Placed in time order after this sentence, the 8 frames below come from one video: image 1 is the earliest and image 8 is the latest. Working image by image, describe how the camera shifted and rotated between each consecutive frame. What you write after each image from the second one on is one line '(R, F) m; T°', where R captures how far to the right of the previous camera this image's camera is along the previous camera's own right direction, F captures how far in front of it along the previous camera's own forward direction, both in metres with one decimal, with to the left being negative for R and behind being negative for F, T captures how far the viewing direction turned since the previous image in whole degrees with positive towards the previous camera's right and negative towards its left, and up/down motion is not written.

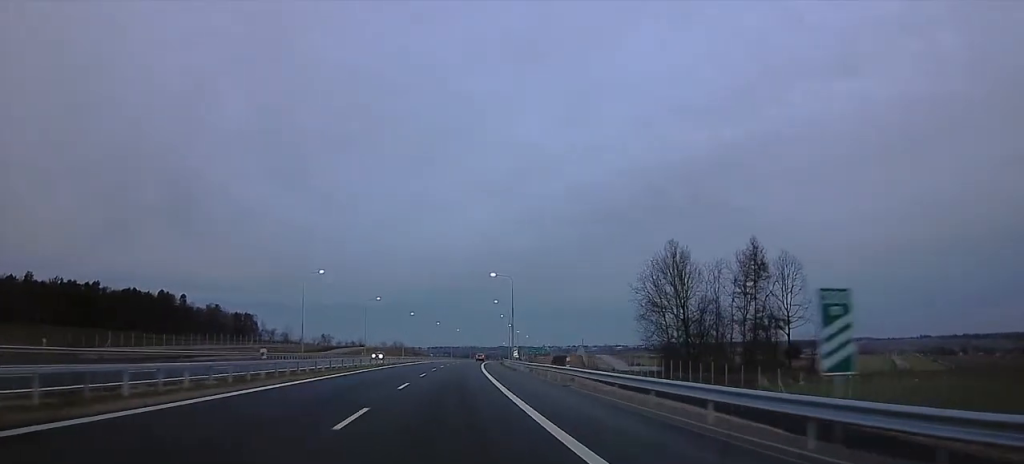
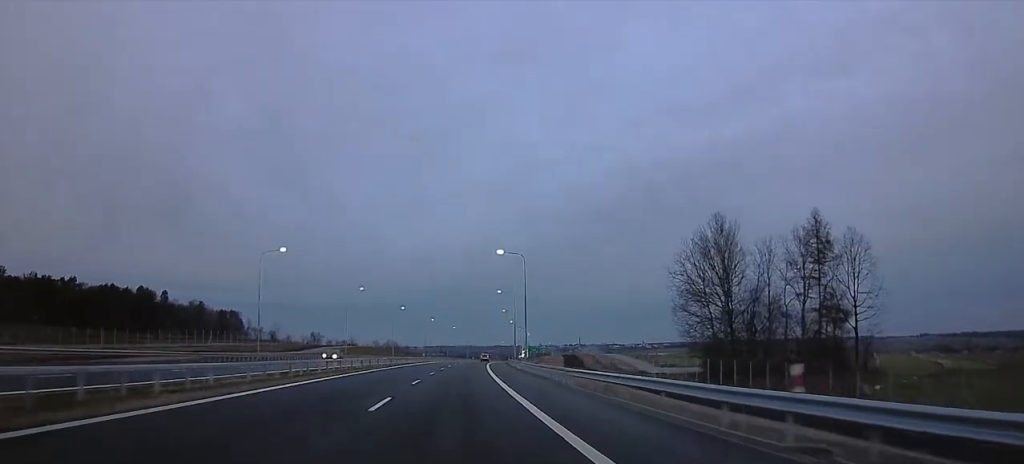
(0.0, +20.6) m; +2°
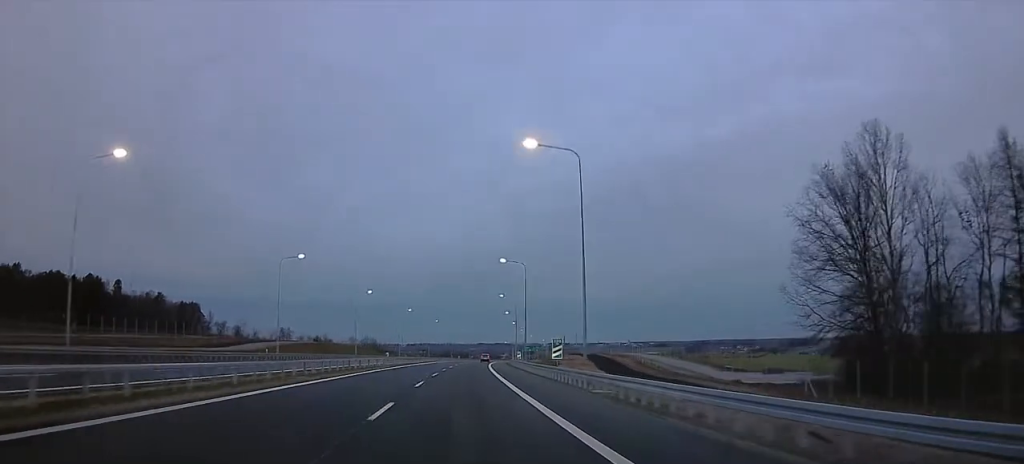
(+2.1, +38.0) m; +5°
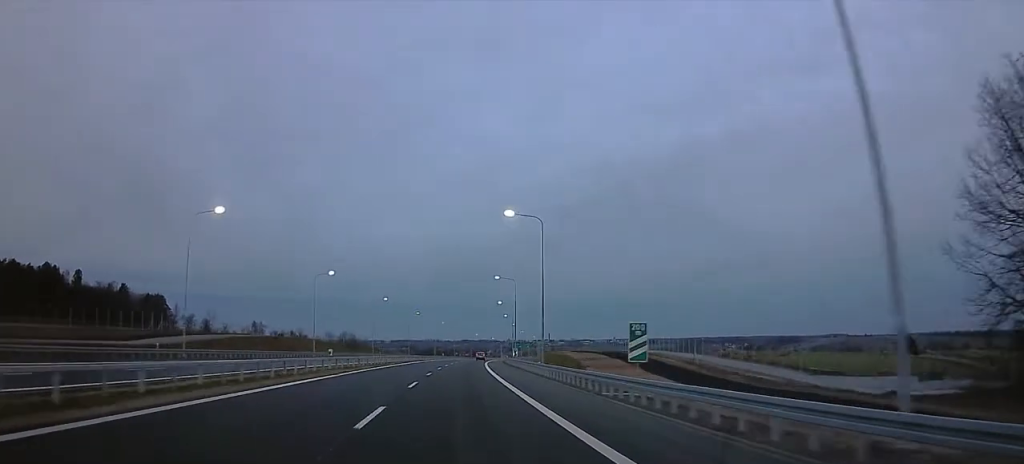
(+0.5, +25.8) m; +1°
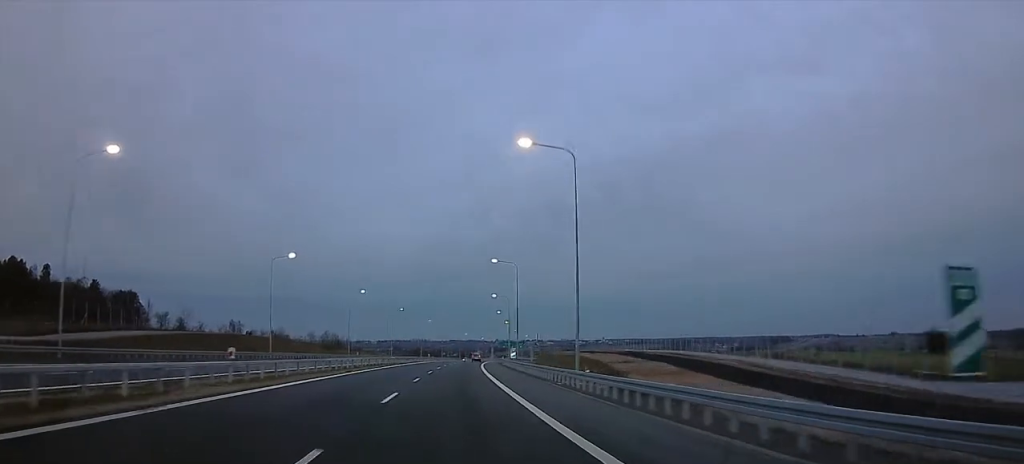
(0.0, +18.5) m; 0°
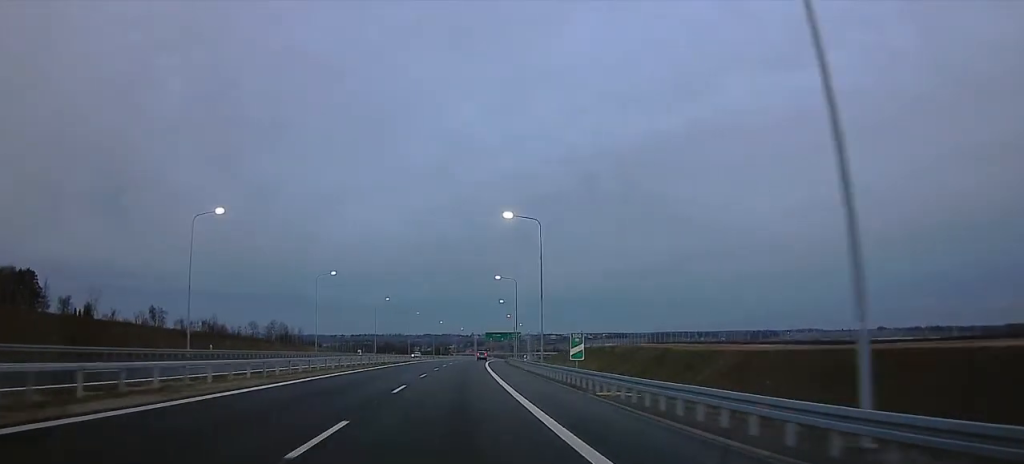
(0.0, +69.3) m; 0°
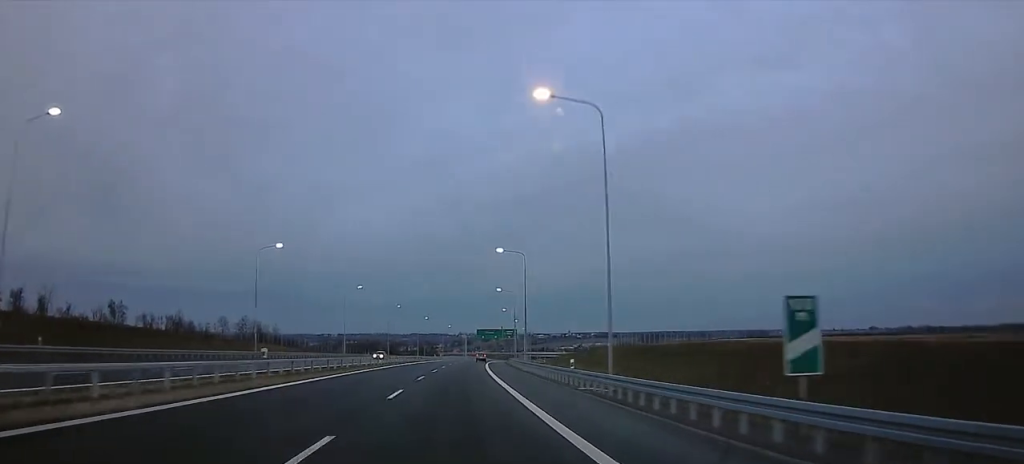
(0.0, +26.1) m; 0°
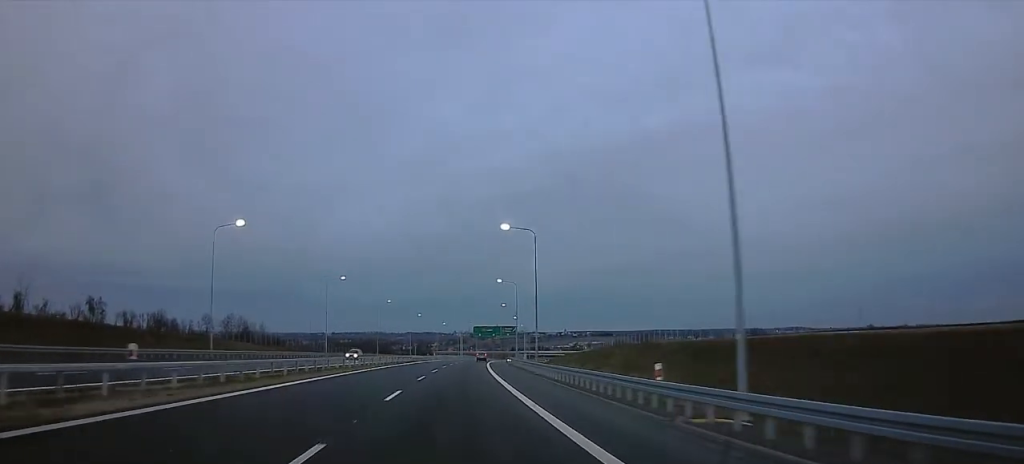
(0.0, +13.0) m; 0°
